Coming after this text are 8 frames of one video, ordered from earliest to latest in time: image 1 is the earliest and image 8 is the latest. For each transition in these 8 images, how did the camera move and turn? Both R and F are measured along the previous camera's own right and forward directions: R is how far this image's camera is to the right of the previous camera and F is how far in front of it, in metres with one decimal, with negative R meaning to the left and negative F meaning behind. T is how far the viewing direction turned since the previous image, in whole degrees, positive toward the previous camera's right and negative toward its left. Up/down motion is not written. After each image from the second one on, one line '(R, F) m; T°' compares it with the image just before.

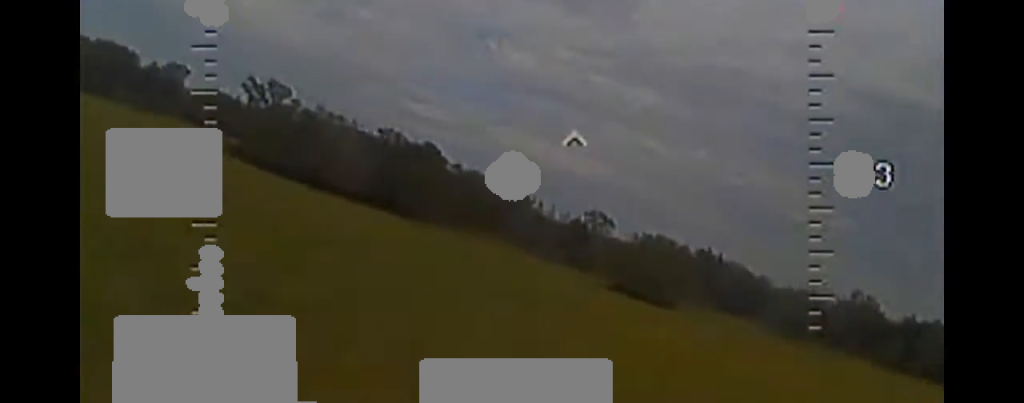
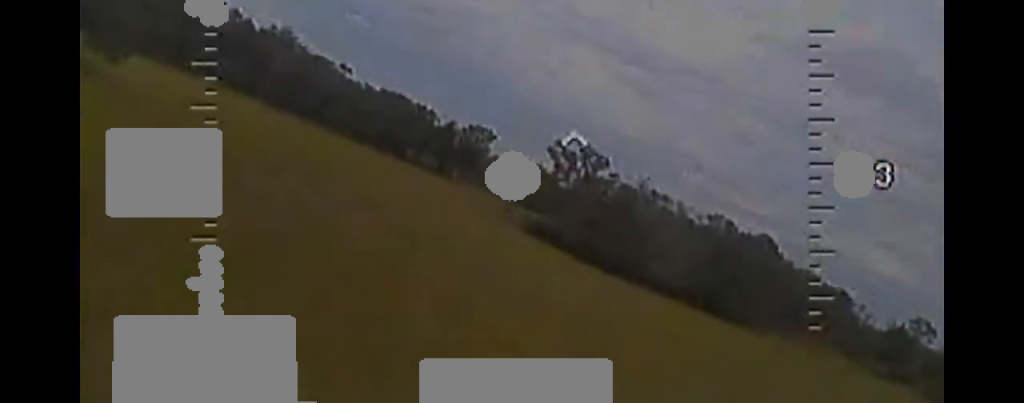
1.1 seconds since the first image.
(-2.7, +15.6) m; -22°
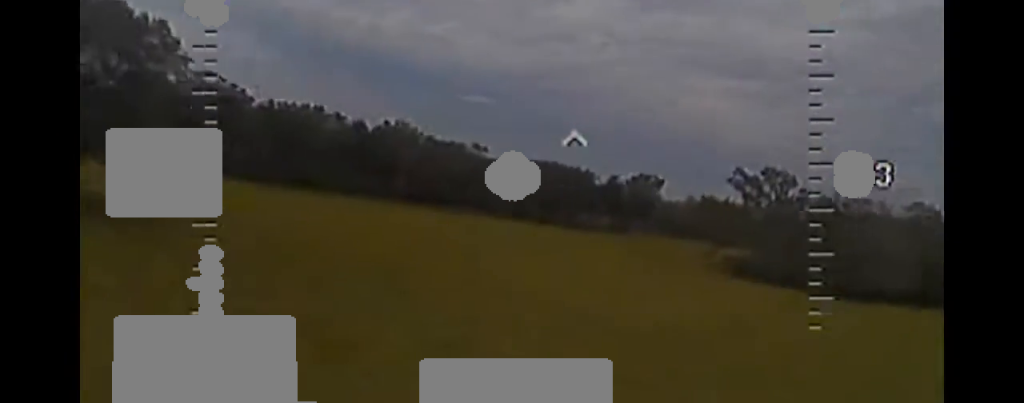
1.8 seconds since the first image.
(-1.5, +9.4) m; -12°
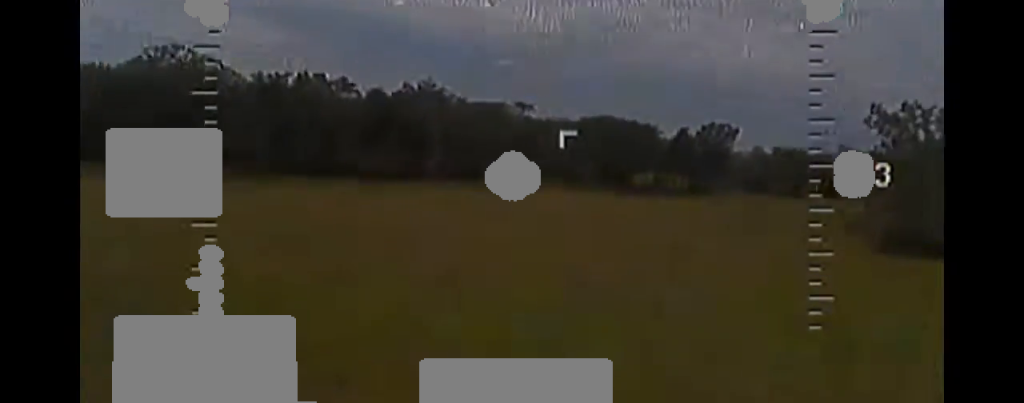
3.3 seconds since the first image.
(-3.9, +20.2) m; -22°
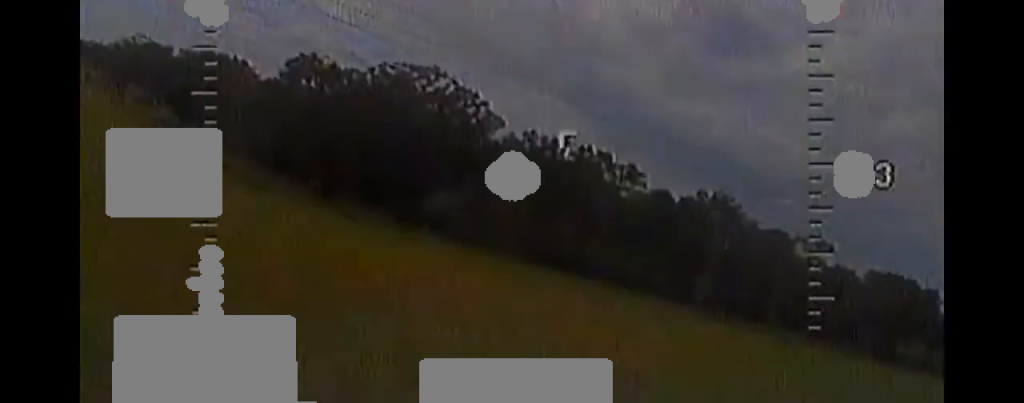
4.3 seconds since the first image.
(-2.4, +14.3) m; -26°
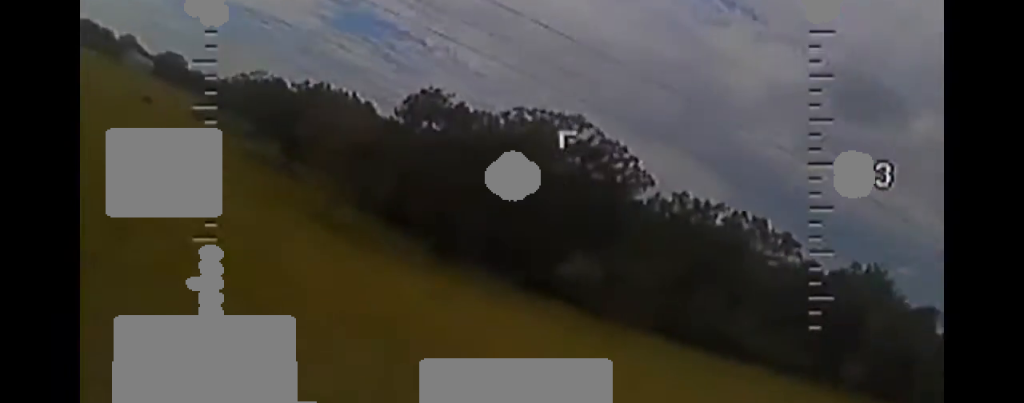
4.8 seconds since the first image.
(-1.8, +6.6) m; -10°
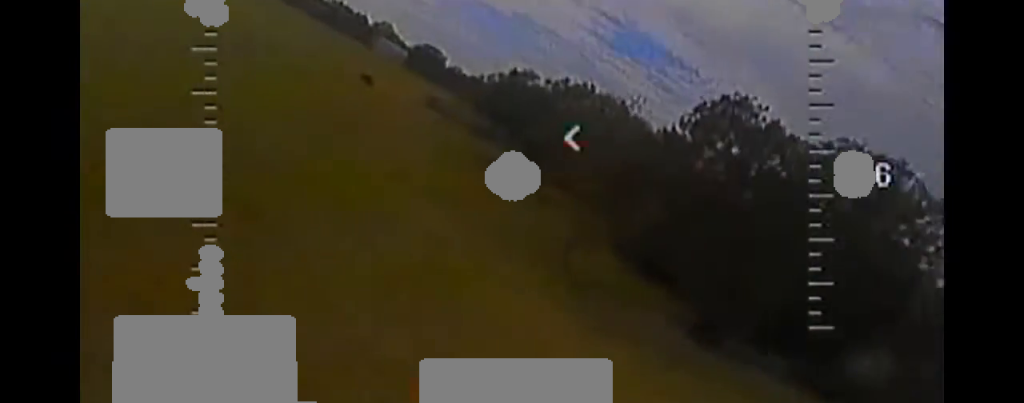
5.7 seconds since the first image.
(-1.3, +13.6) m; -6°
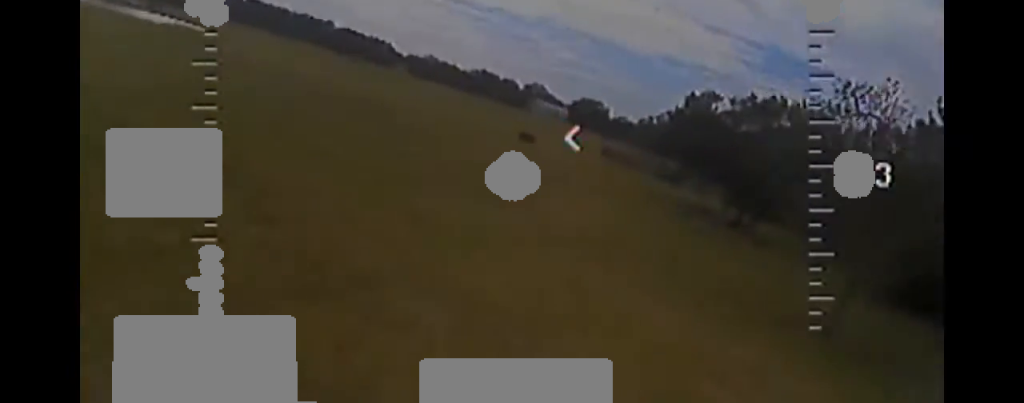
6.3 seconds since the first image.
(0.0, +8.9) m; -3°
